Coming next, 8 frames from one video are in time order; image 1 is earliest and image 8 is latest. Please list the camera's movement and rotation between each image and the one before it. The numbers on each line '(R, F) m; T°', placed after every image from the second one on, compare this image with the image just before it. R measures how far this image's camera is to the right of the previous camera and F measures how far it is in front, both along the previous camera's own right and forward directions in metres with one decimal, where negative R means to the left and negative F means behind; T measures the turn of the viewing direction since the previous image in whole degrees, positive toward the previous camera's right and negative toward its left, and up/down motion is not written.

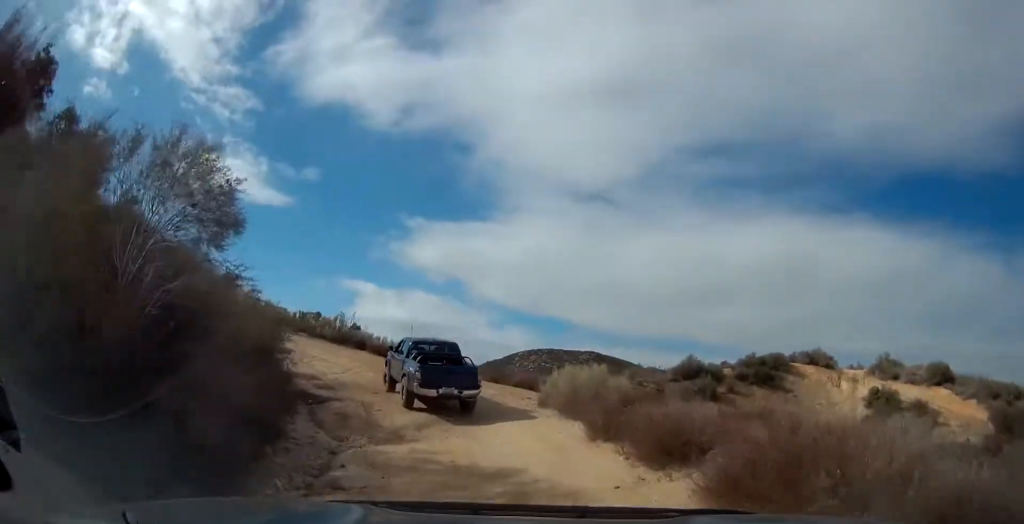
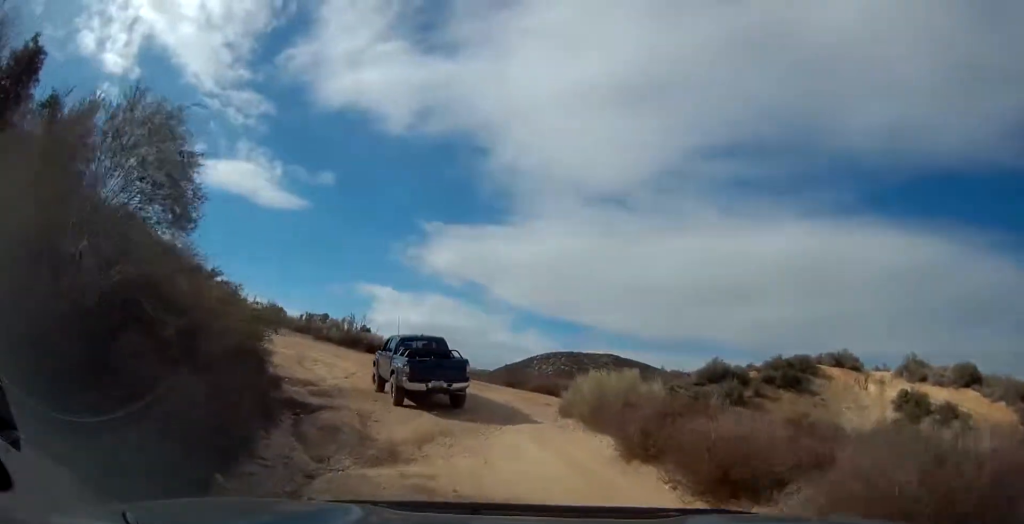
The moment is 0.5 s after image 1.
(0.0, +2.0) m; +1°
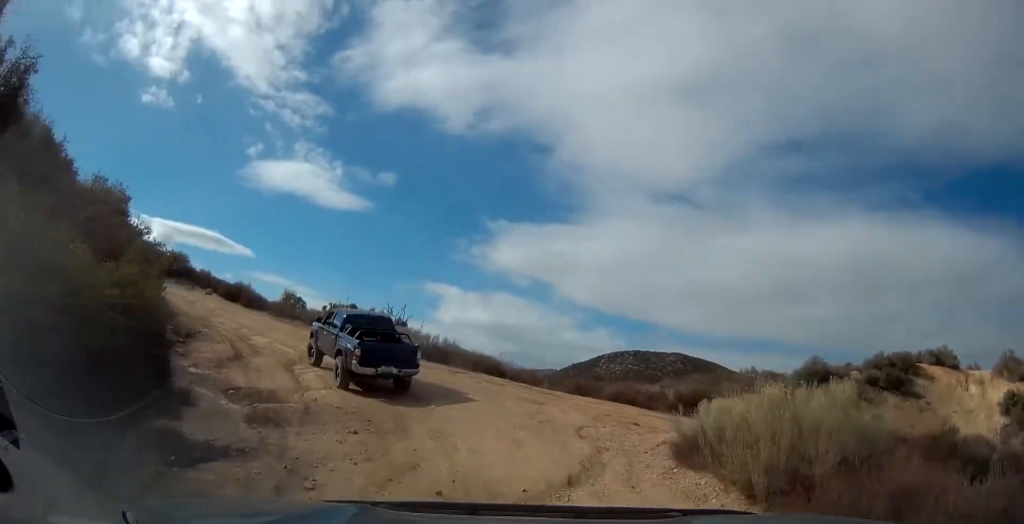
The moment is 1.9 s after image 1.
(-0.3, +6.1) m; -8°
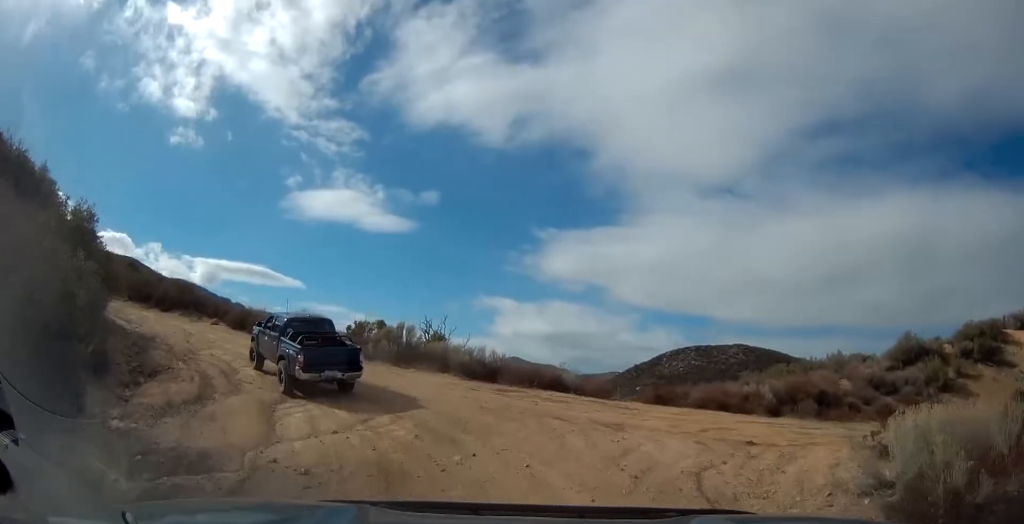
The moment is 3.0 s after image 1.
(-0.3, +4.7) m; -6°
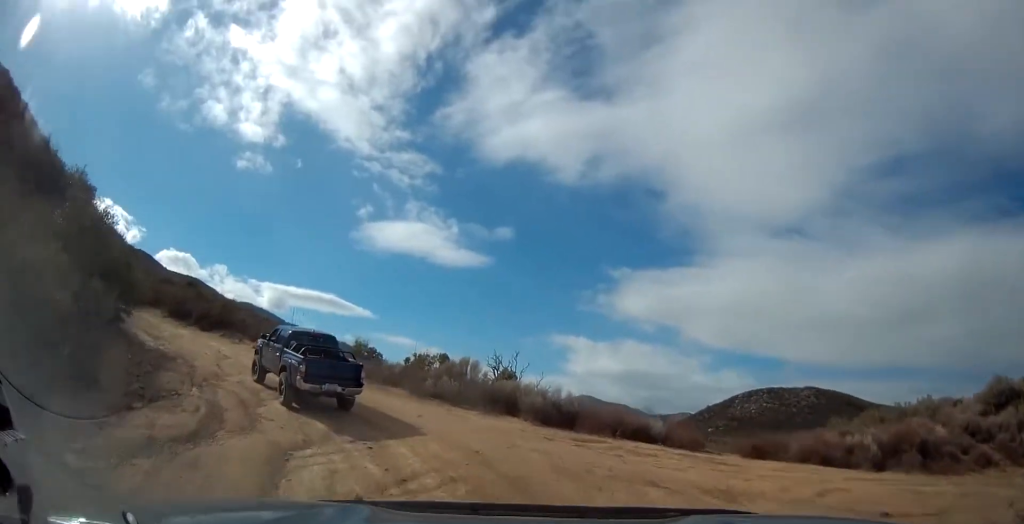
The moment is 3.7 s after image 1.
(0.0, +2.9) m; -5°
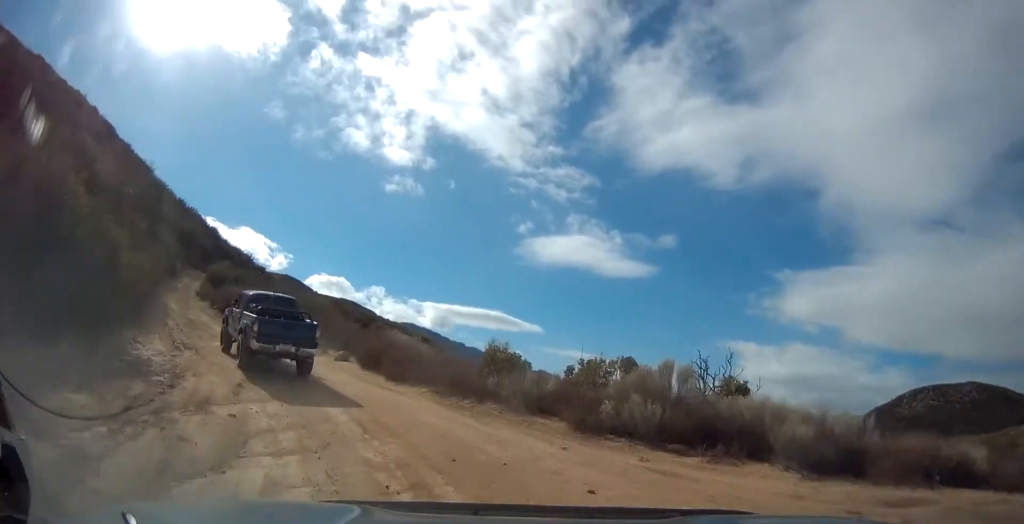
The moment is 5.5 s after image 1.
(-1.5, +7.9) m; -24°
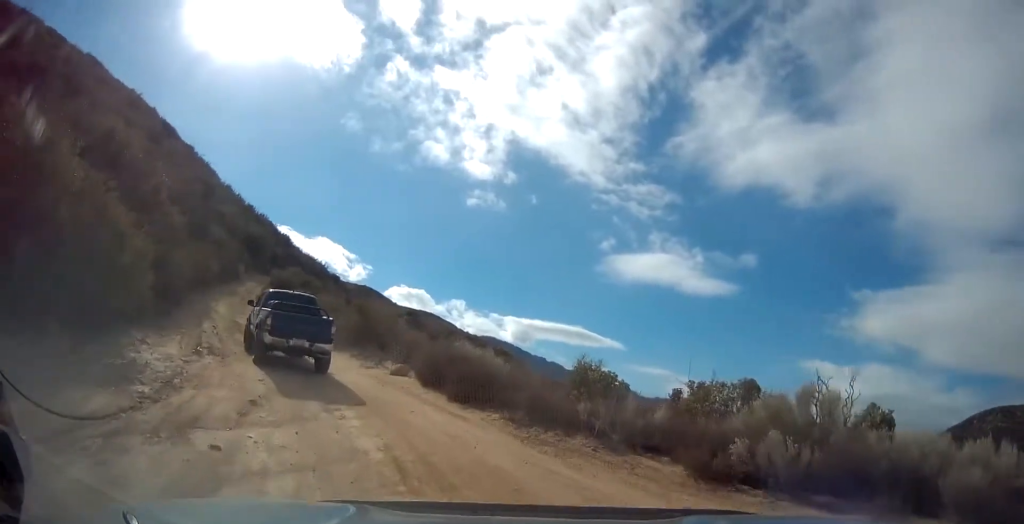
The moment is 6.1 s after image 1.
(-0.4, +2.6) m; -4°
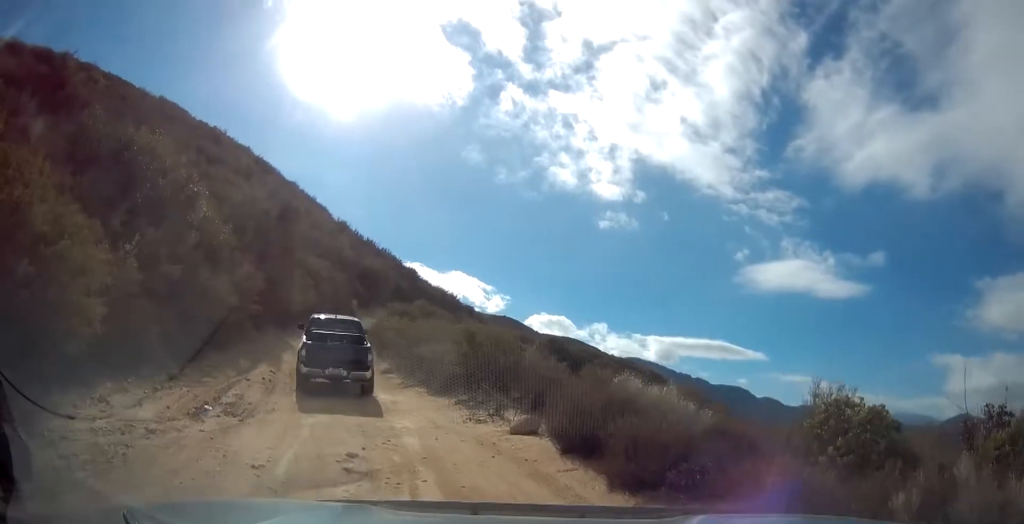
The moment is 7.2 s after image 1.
(-0.3, +5.4) m; -10°
